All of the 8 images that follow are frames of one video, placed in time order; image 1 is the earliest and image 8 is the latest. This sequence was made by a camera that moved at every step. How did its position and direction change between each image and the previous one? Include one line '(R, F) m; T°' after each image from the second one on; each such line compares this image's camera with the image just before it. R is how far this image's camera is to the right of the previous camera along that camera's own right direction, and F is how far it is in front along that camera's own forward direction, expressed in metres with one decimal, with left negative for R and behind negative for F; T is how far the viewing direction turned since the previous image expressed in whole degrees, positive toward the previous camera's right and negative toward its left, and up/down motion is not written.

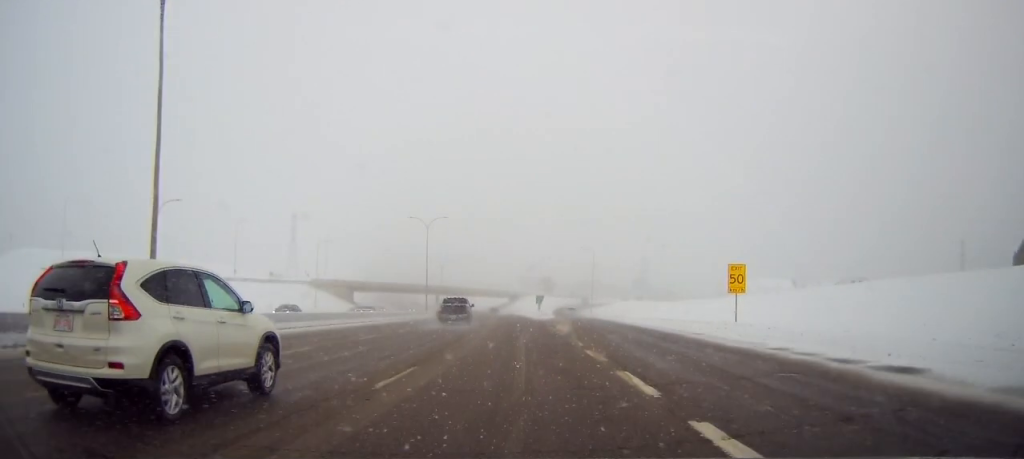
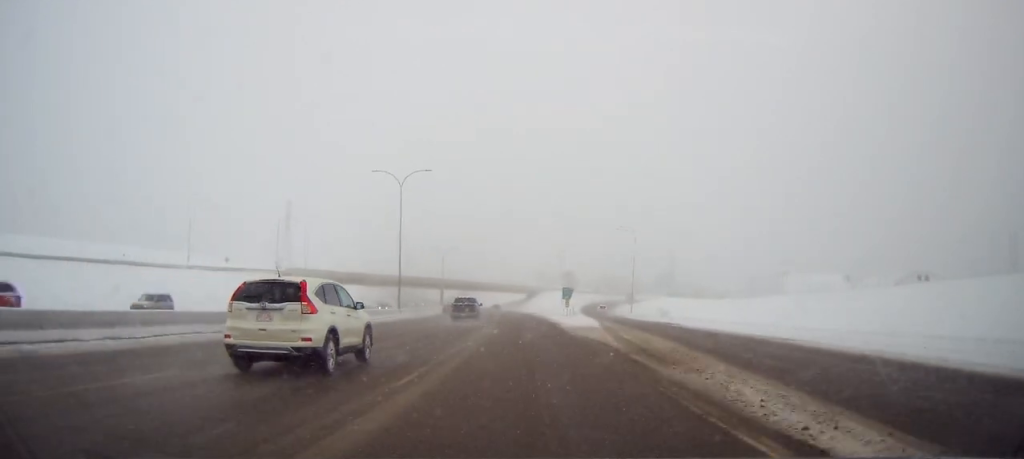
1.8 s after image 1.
(0.0, +35.4) m; 0°
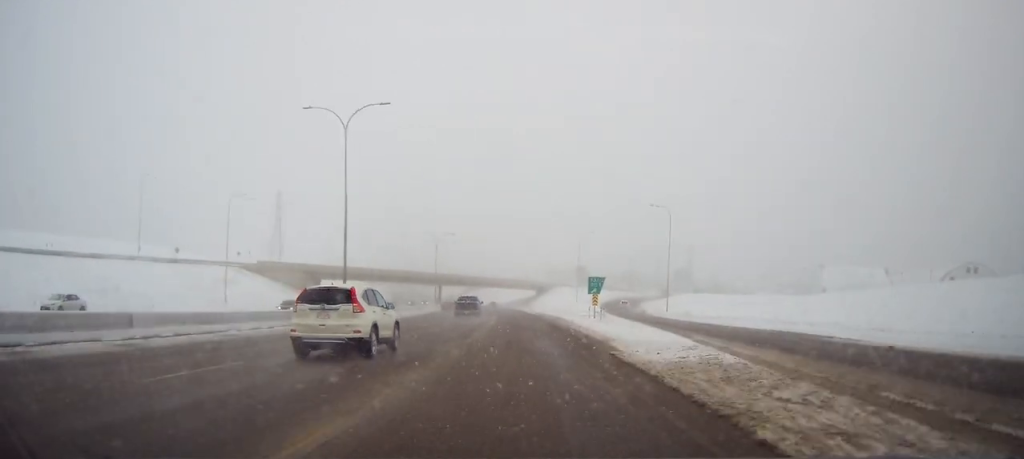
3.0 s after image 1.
(-0.3, +24.0) m; -1°
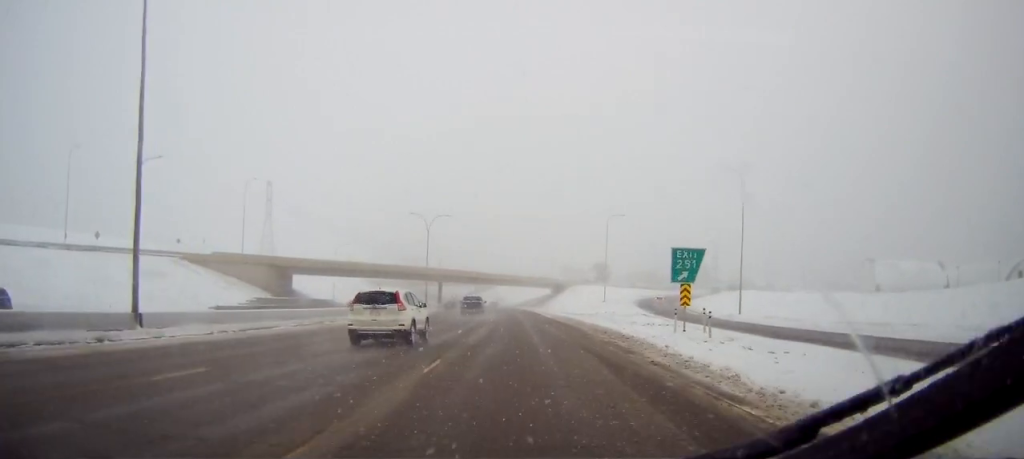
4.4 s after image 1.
(-0.2, +28.2) m; -2°
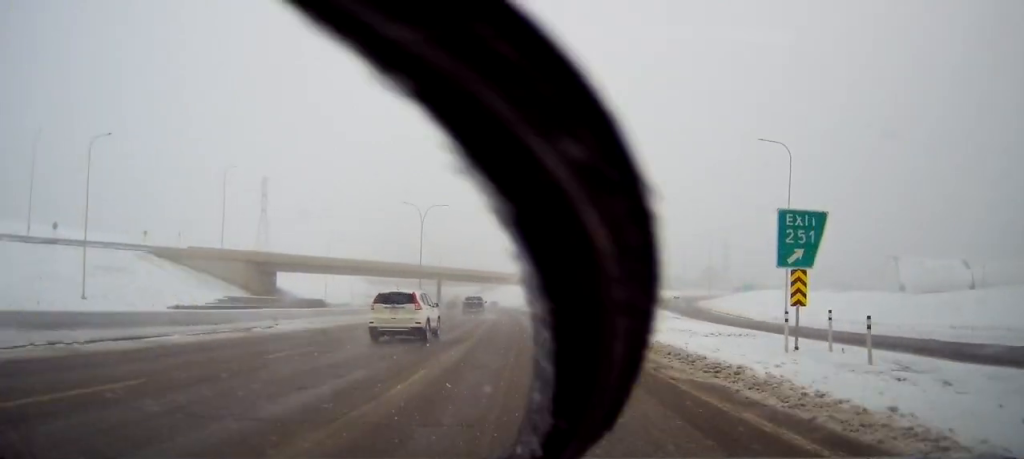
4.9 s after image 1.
(0.0, +11.4) m; -1°
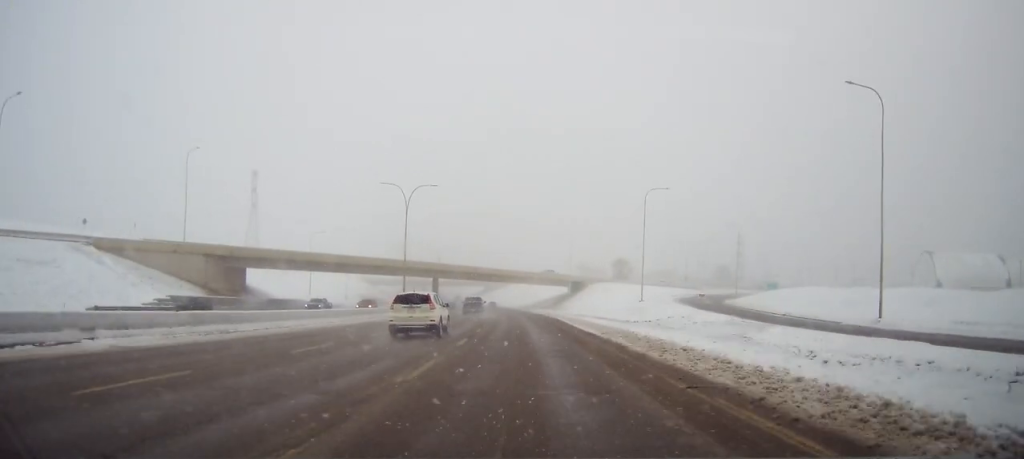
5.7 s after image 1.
(-0.2, +16.1) m; -1°
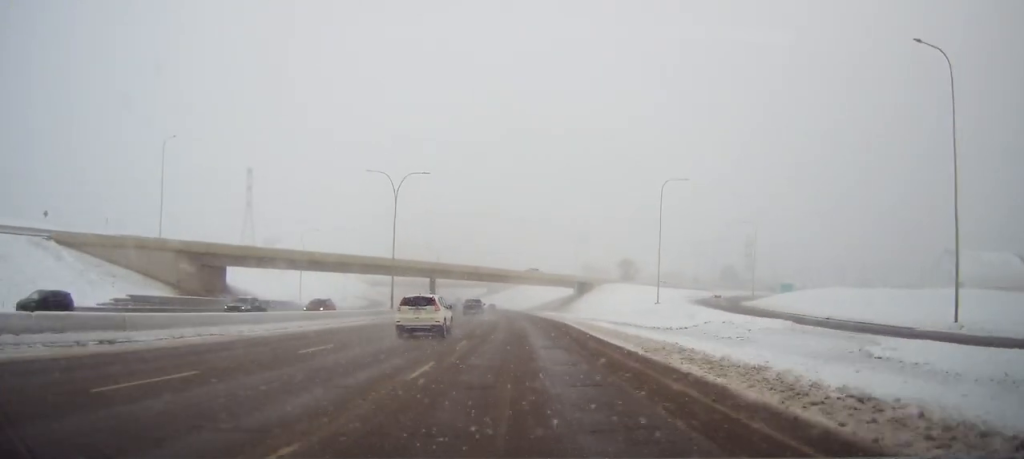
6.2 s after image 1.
(0.0, +8.7) m; 0°
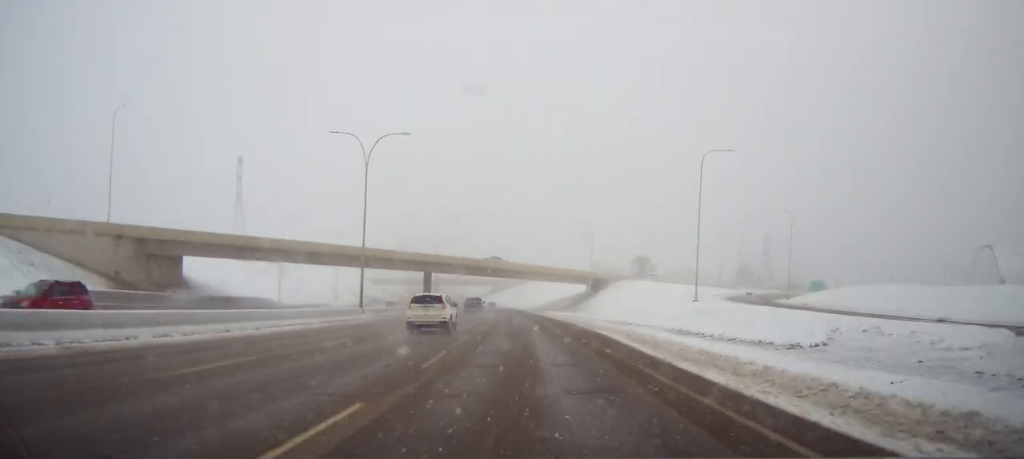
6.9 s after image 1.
(0.0, +15.4) m; 0°
